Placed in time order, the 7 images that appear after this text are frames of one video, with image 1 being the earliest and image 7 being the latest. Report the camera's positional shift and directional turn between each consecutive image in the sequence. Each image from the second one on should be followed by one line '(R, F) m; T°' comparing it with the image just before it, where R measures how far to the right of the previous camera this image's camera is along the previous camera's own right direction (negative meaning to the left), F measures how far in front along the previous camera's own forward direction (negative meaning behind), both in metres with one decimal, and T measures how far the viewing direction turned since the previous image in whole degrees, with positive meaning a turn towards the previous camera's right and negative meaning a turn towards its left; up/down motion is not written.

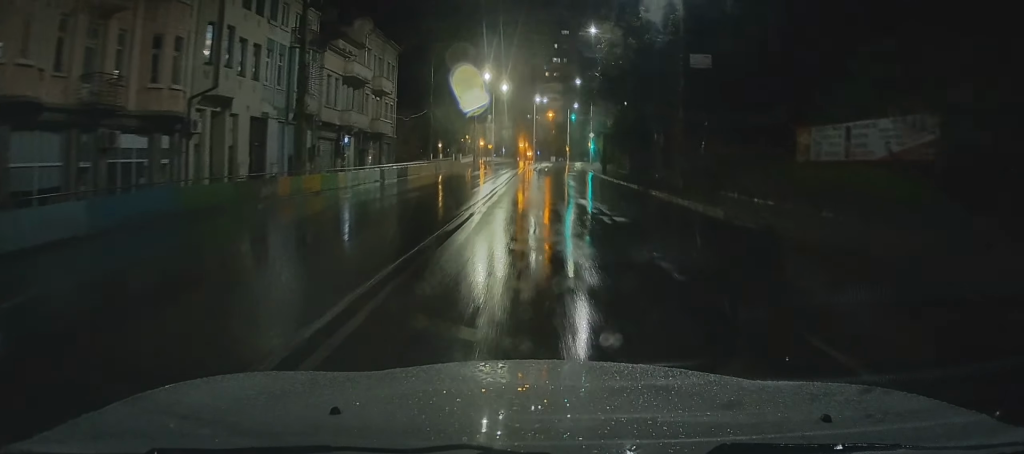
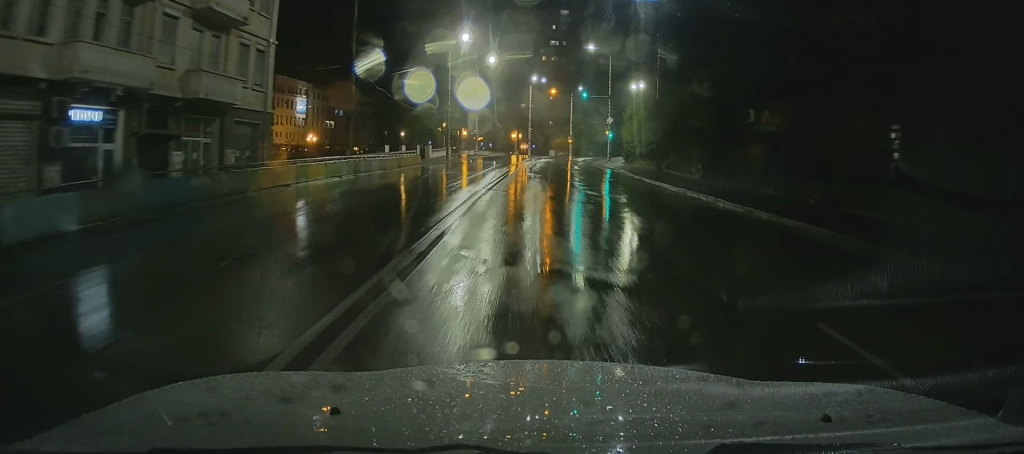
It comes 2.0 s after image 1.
(+0.3, +26.4) m; +2°
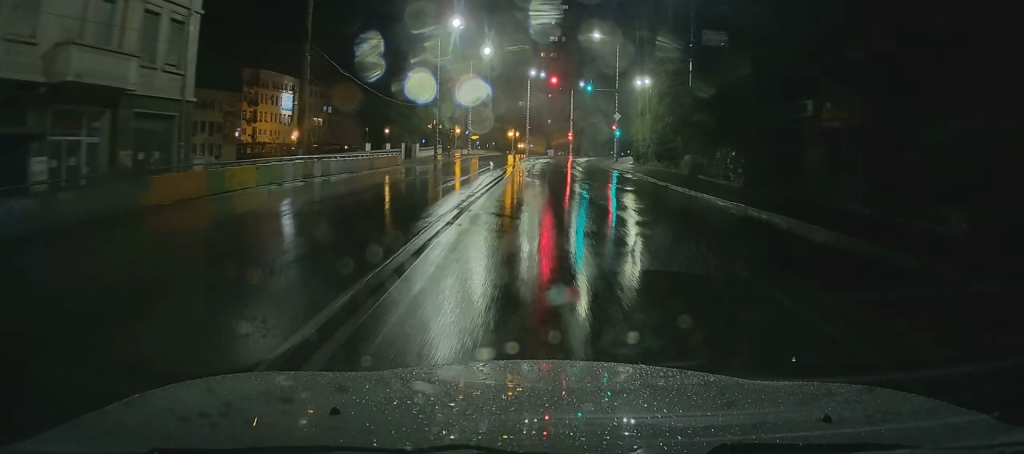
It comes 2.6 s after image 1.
(0.0, +7.1) m; 0°
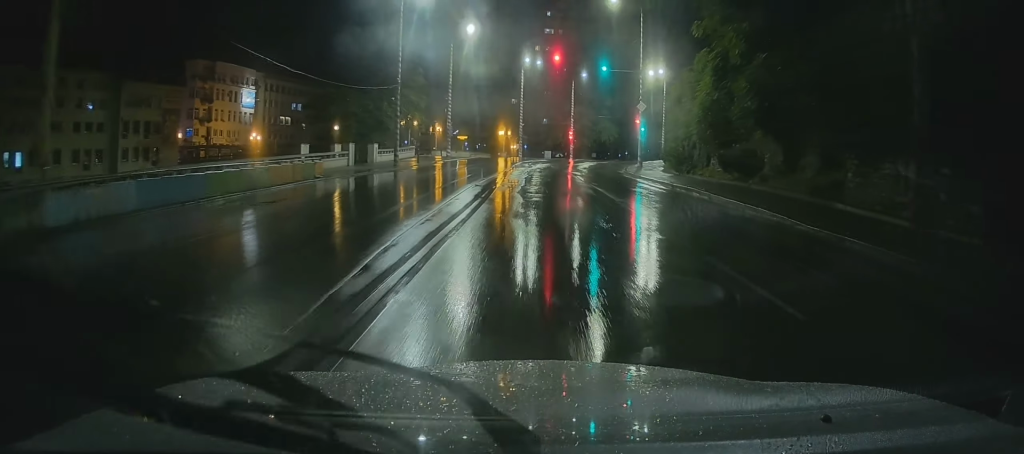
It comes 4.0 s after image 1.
(+0.1, +15.8) m; 0°
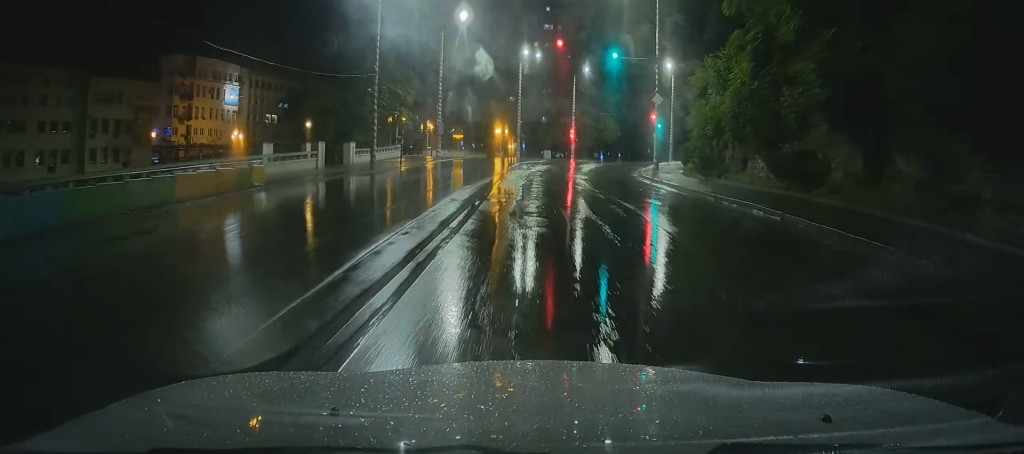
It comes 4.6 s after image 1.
(-0.1, +6.1) m; 0°
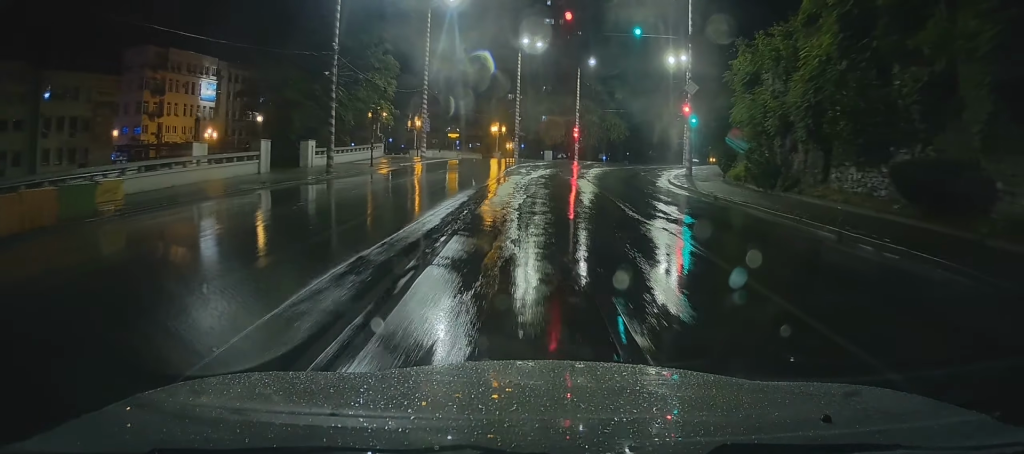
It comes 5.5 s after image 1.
(+0.1, +8.3) m; +1°
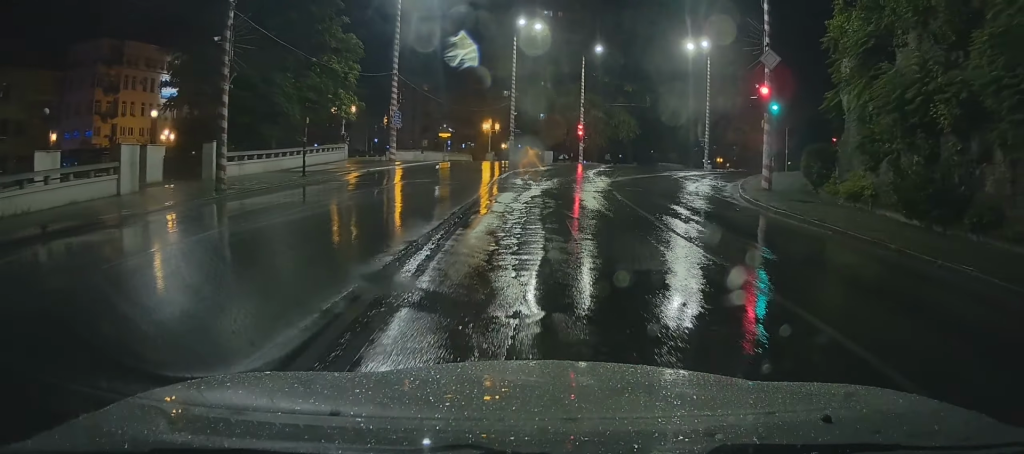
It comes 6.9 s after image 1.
(0.0, +10.4) m; +1°
